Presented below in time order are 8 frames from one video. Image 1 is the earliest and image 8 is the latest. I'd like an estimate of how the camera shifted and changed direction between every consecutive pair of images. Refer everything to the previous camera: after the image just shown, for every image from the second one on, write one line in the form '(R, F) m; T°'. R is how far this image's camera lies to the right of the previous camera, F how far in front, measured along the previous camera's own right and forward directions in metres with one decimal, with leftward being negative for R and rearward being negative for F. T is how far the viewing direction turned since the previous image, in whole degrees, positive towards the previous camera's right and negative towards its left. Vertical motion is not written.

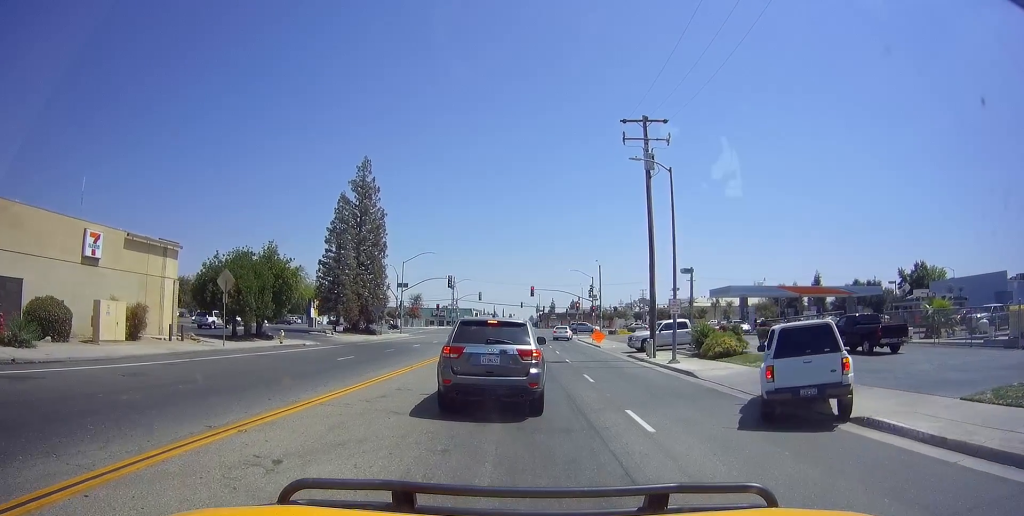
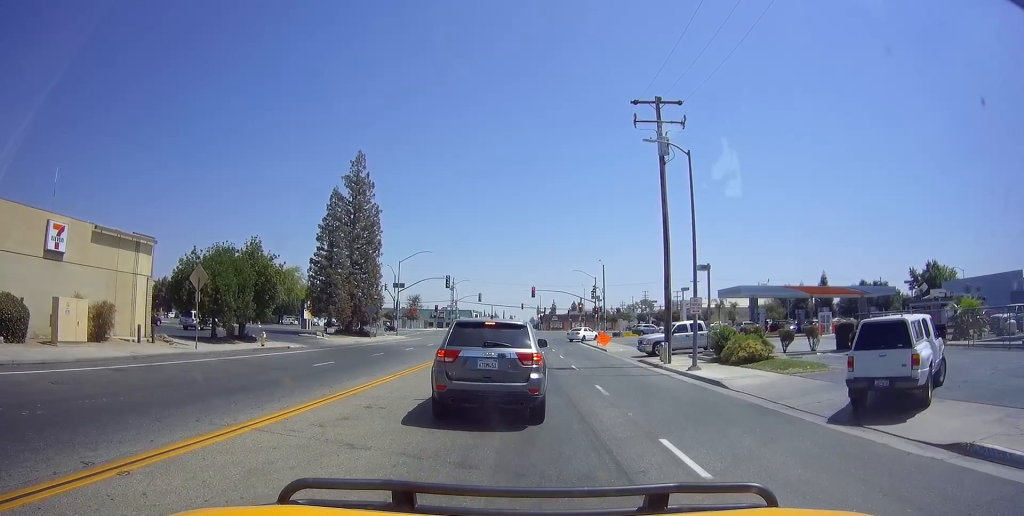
(0.0, +2.9) m; 0°
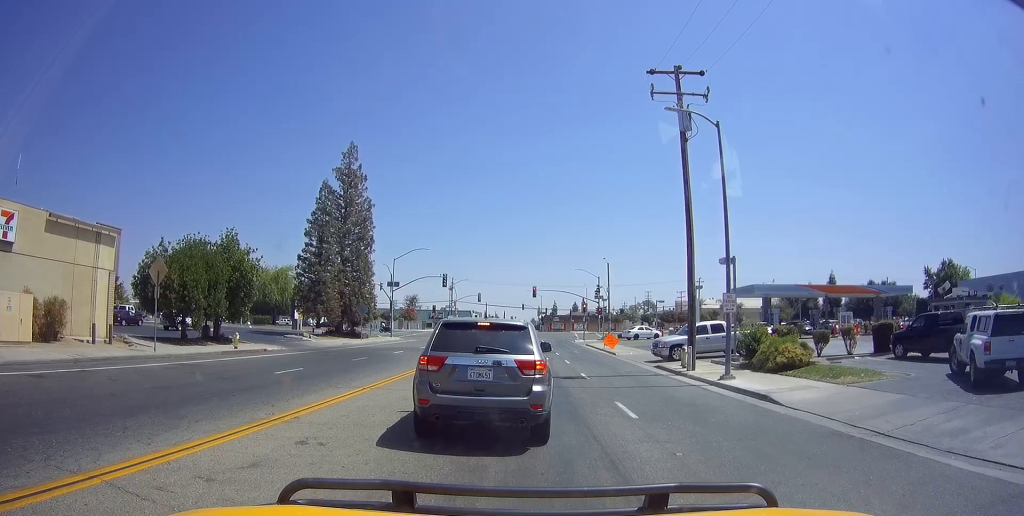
(0.0, +3.1) m; 0°
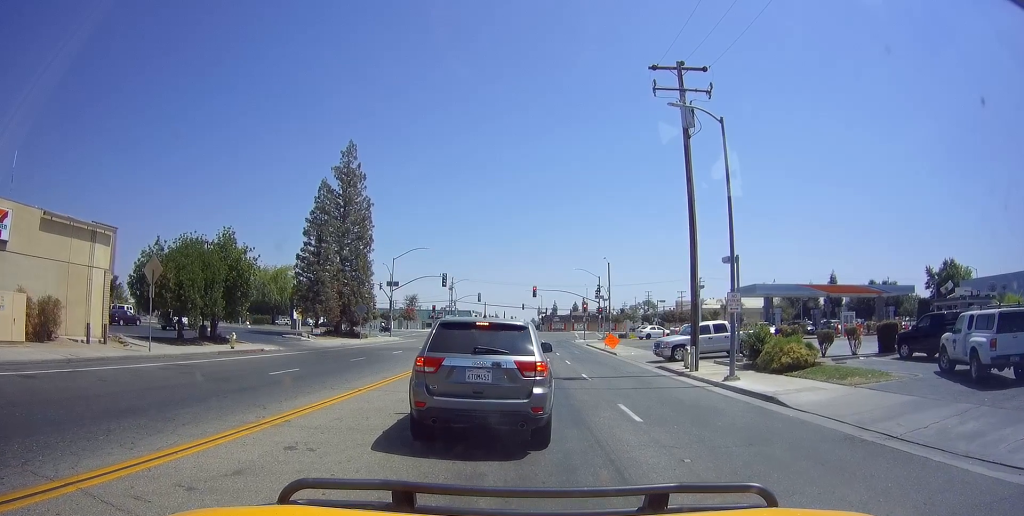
(0.0, +0.4) m; 0°
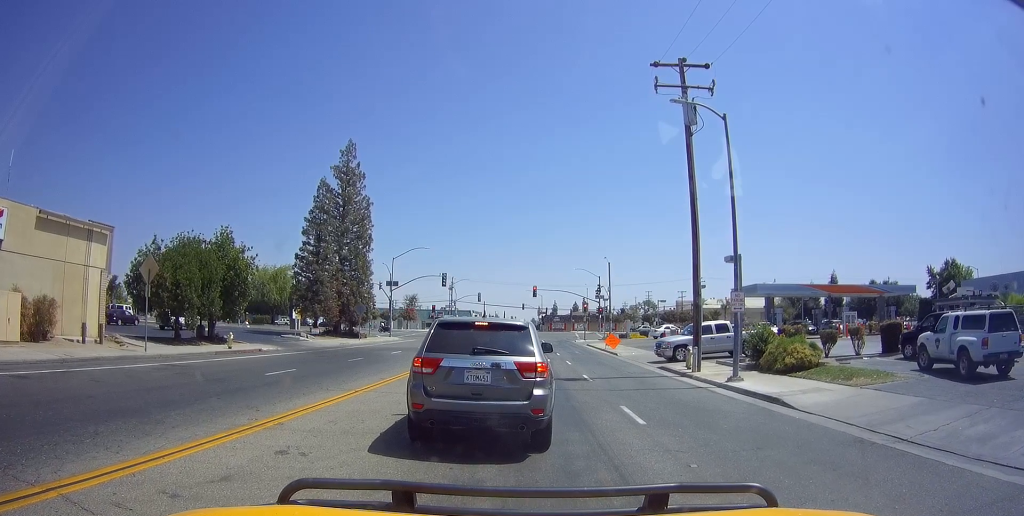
(0.0, +0.4) m; 0°
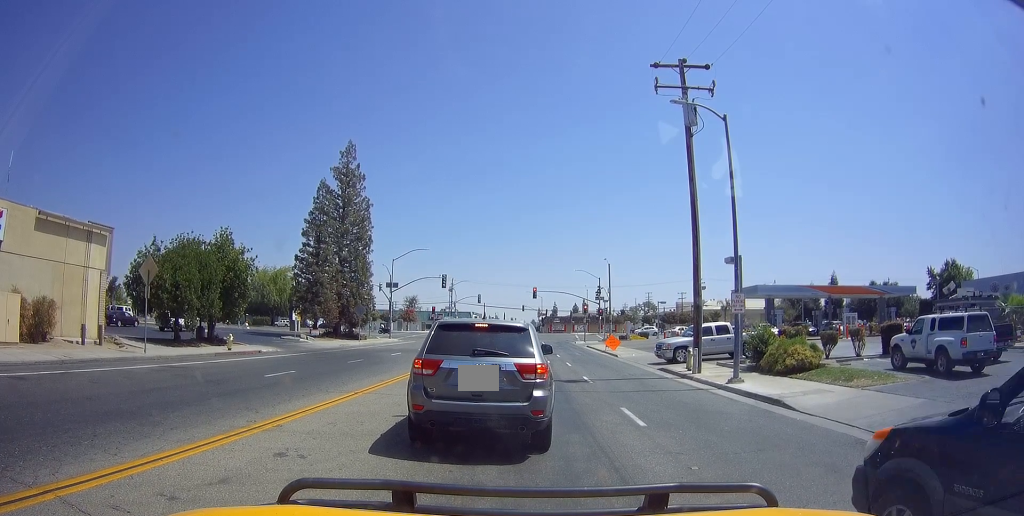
(0.0, +0.4) m; 0°
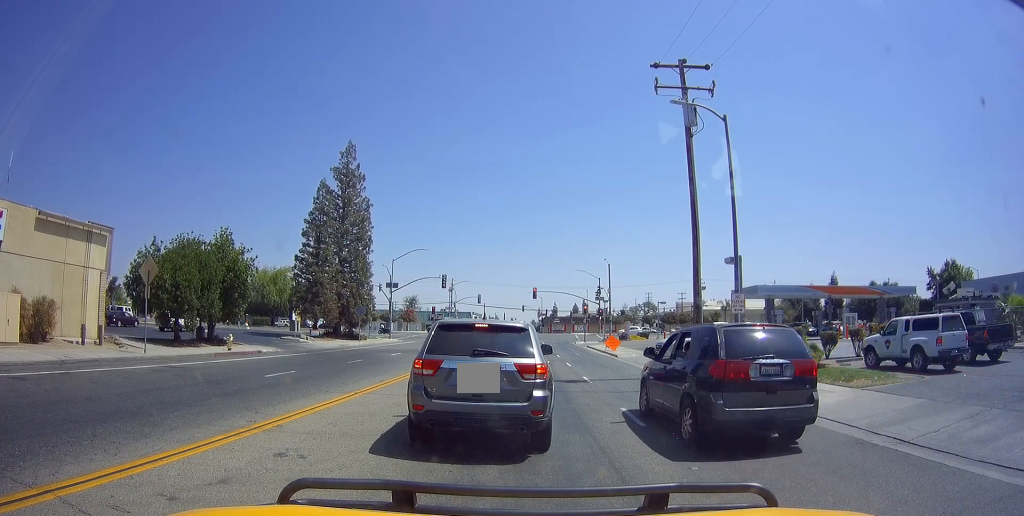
(0.0, +0.3) m; 0°
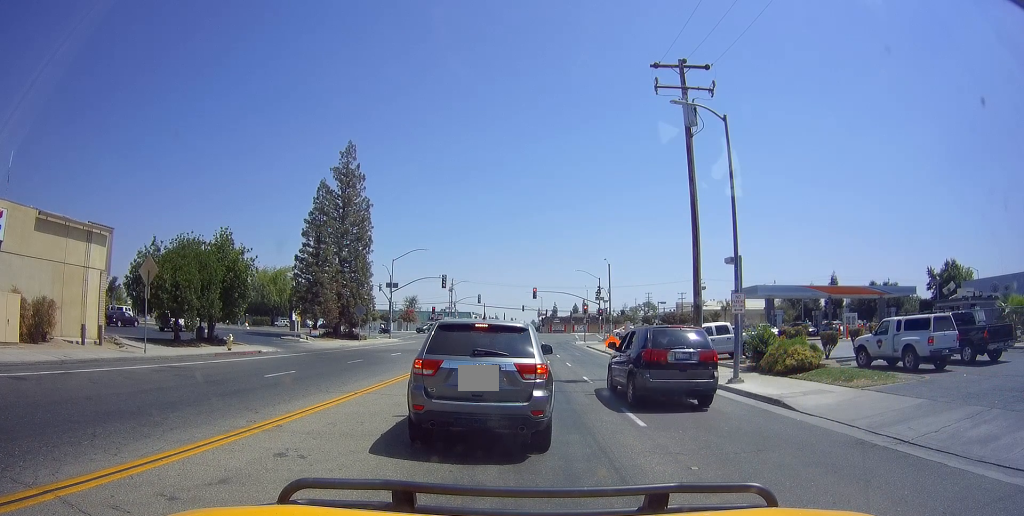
(0.0, 0.0) m; 0°
